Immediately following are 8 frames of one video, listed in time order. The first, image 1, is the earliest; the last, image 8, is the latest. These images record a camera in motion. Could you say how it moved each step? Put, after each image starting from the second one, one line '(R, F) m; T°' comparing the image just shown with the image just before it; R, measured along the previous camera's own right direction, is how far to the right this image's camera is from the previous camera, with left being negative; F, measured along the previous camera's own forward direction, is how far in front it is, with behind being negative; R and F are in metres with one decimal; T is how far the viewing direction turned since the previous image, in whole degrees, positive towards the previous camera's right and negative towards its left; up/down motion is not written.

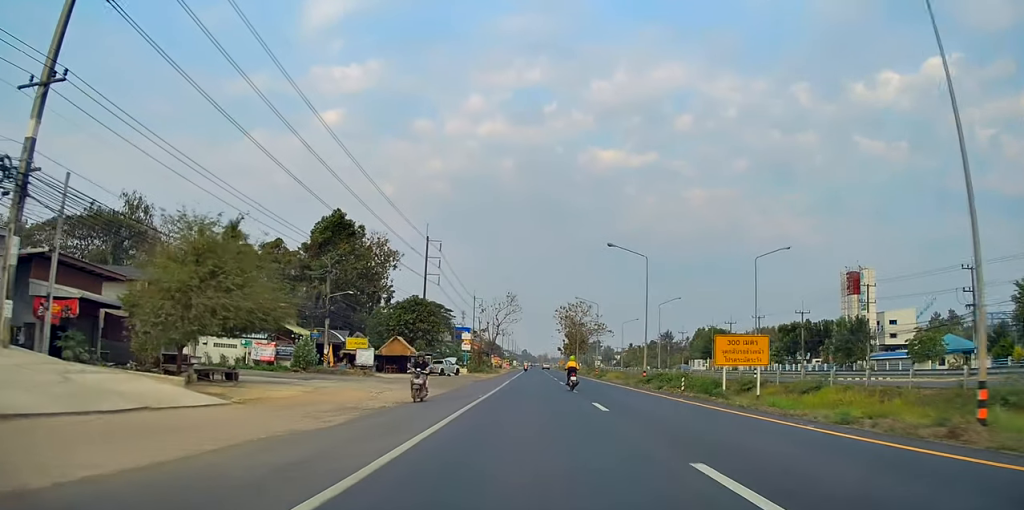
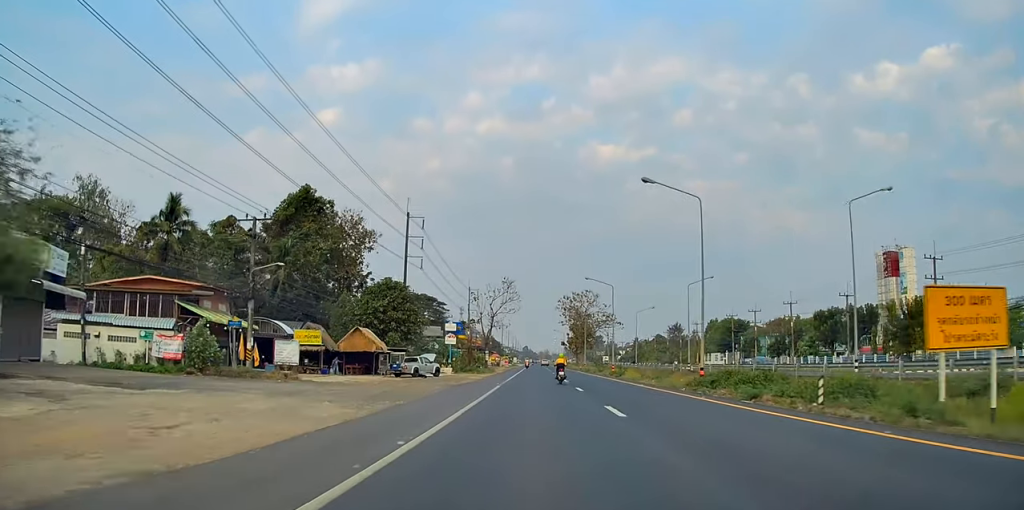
(+0.2, +15.2) m; 0°
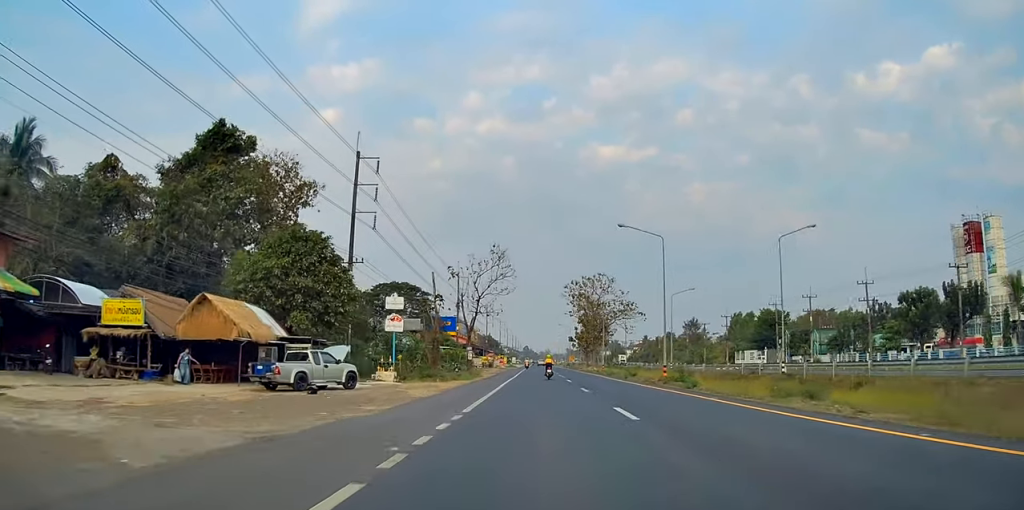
(-0.2, +25.1) m; 0°
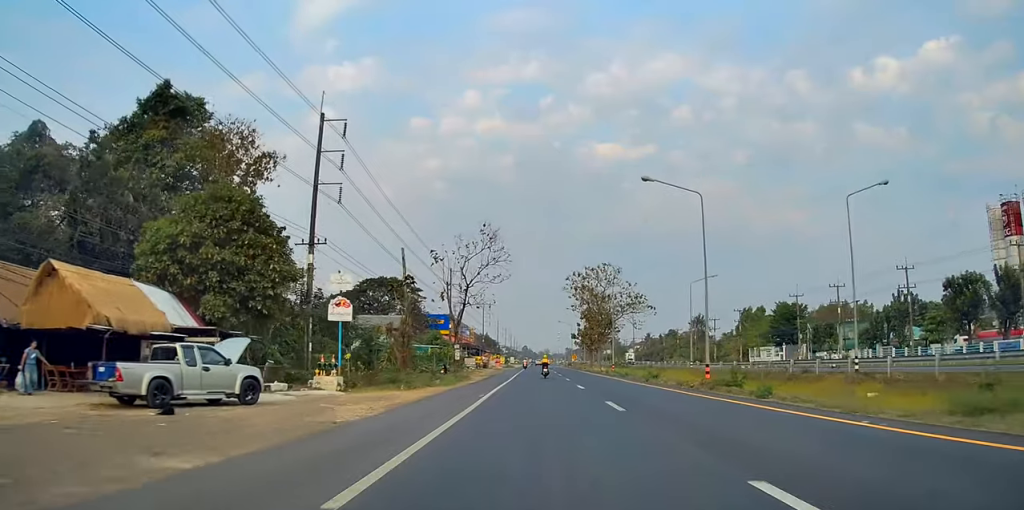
(+0.1, +10.2) m; 0°
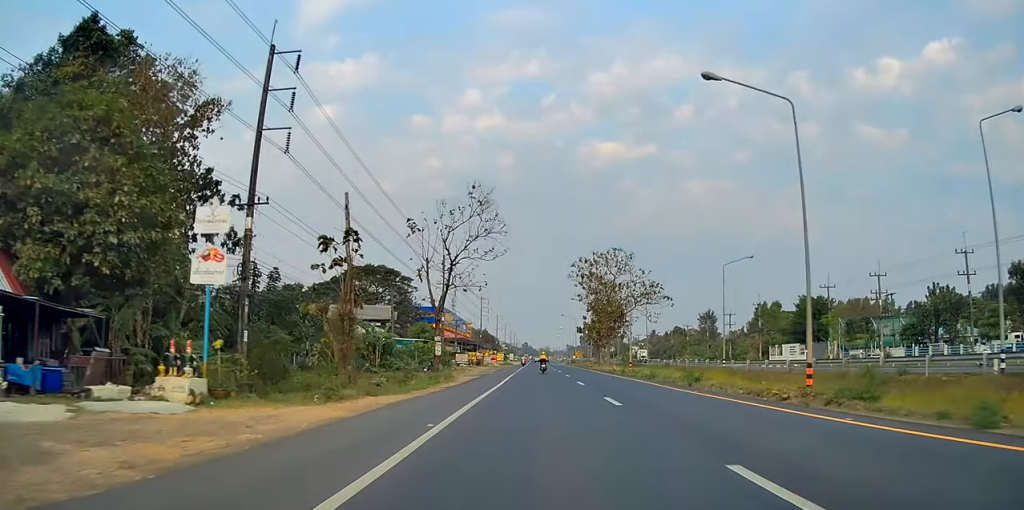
(-0.1, +11.1) m; 0°
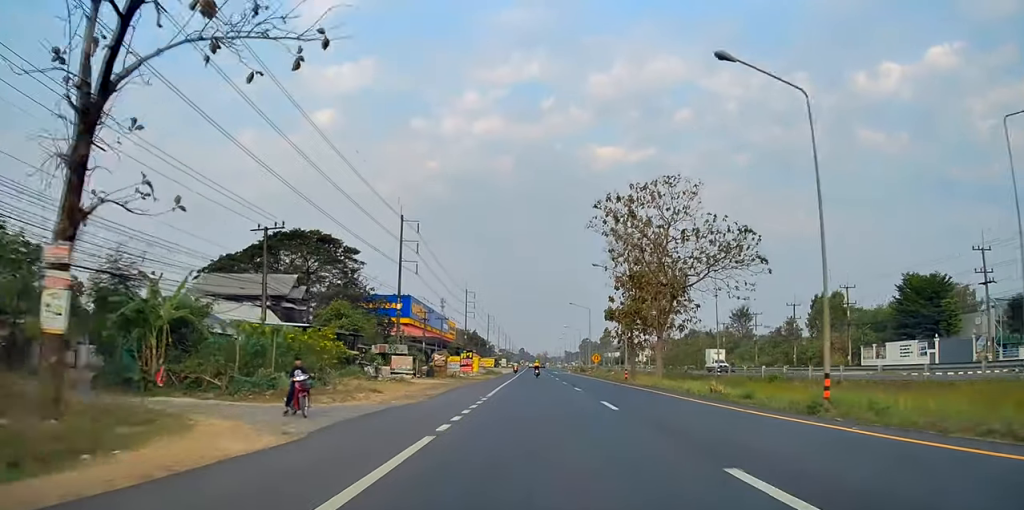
(+0.3, +35.2) m; 0°
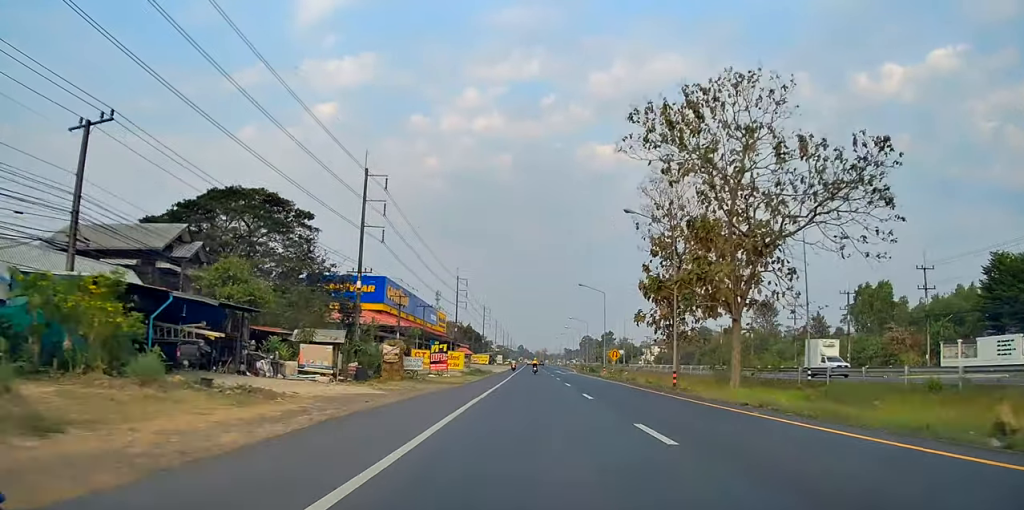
(-0.2, +18.4) m; 0°
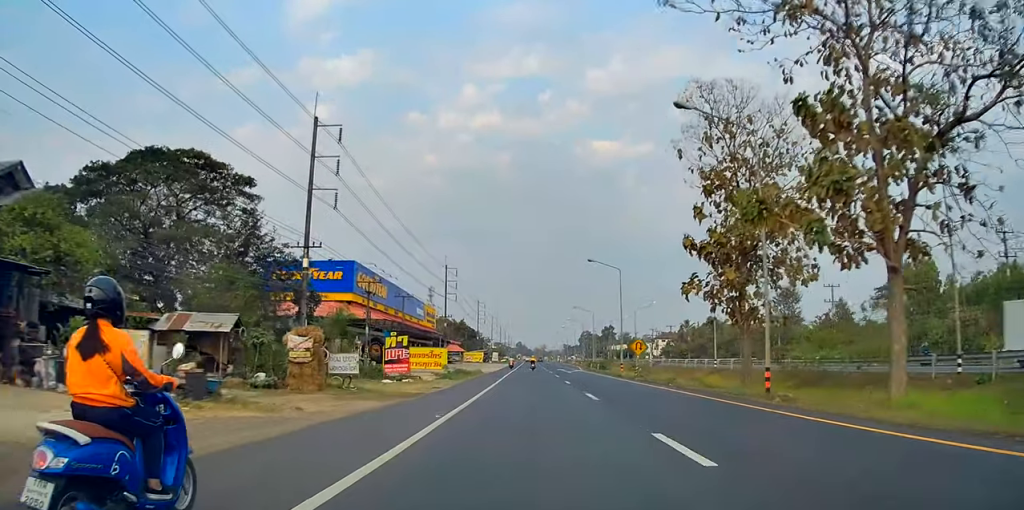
(0.0, +14.1) m; 0°
